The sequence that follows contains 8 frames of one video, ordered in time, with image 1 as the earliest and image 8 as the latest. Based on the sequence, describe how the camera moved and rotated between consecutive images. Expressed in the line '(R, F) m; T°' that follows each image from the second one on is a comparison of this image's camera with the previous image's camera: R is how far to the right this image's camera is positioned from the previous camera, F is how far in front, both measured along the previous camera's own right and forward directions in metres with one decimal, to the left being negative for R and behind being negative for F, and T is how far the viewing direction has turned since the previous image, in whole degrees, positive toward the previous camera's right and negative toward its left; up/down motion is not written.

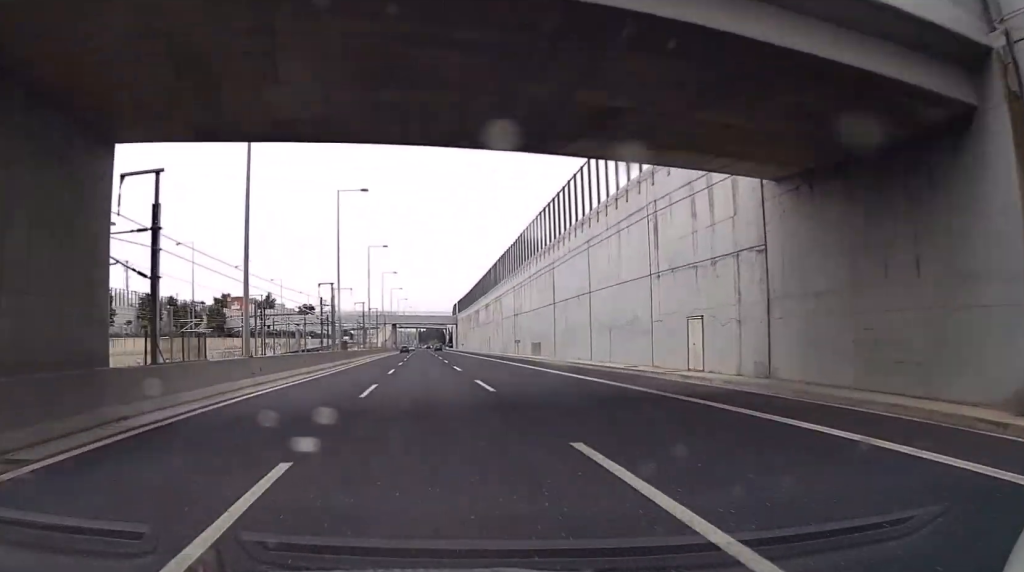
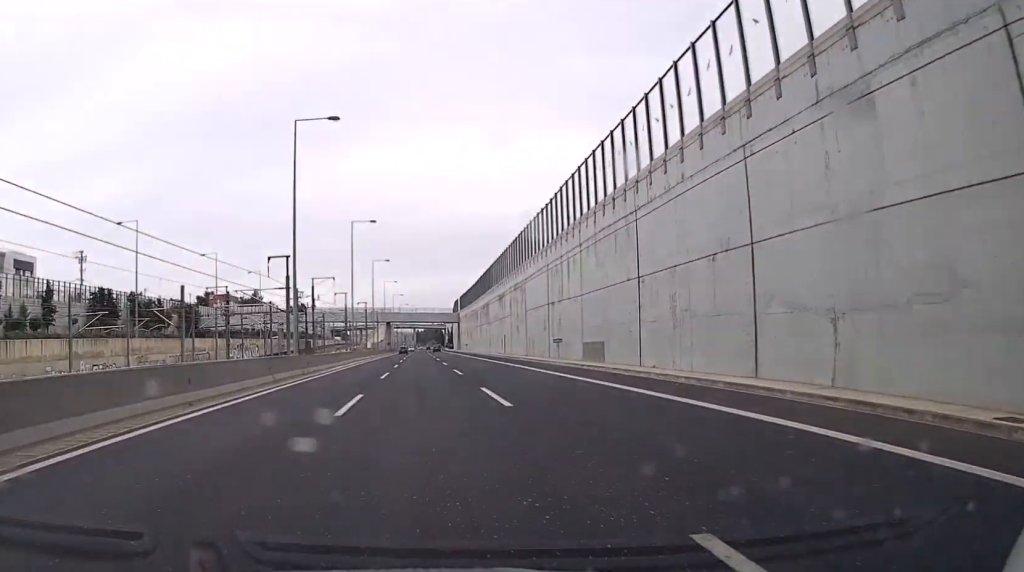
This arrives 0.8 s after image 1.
(+0.1, +22.4) m; 0°
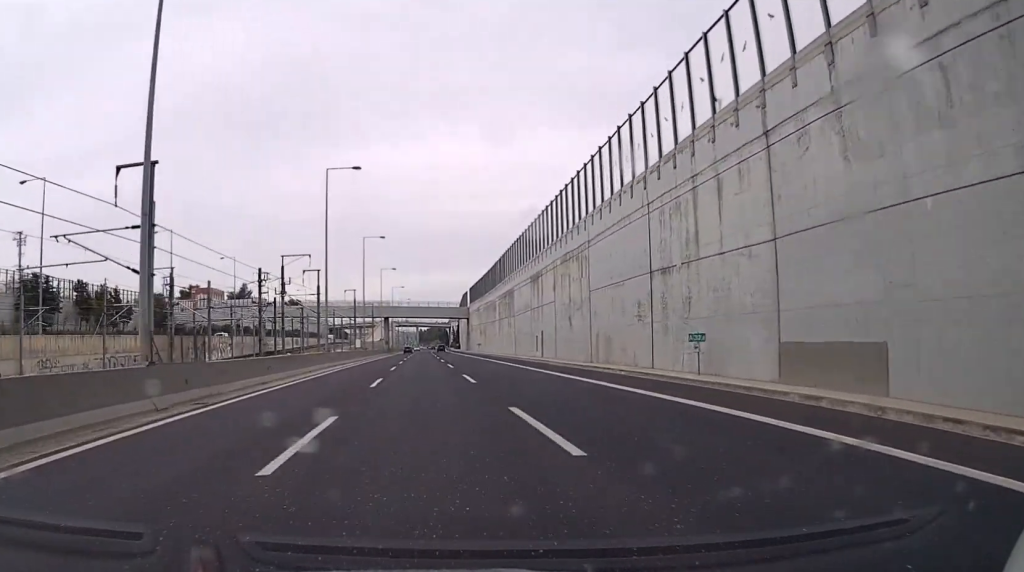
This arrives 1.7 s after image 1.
(-0.1, +25.3) m; 0°
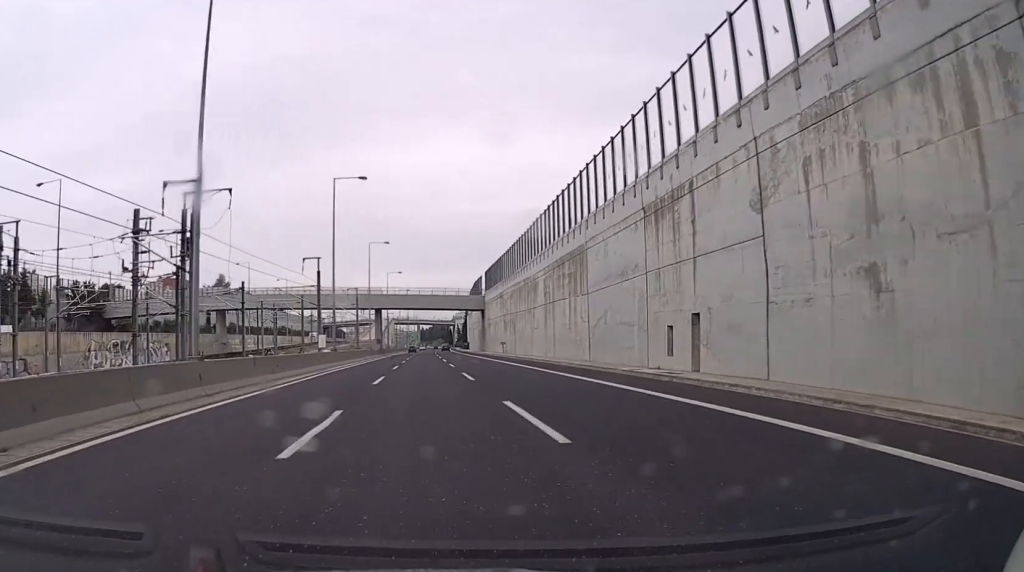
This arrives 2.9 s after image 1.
(0.0, +34.8) m; +1°
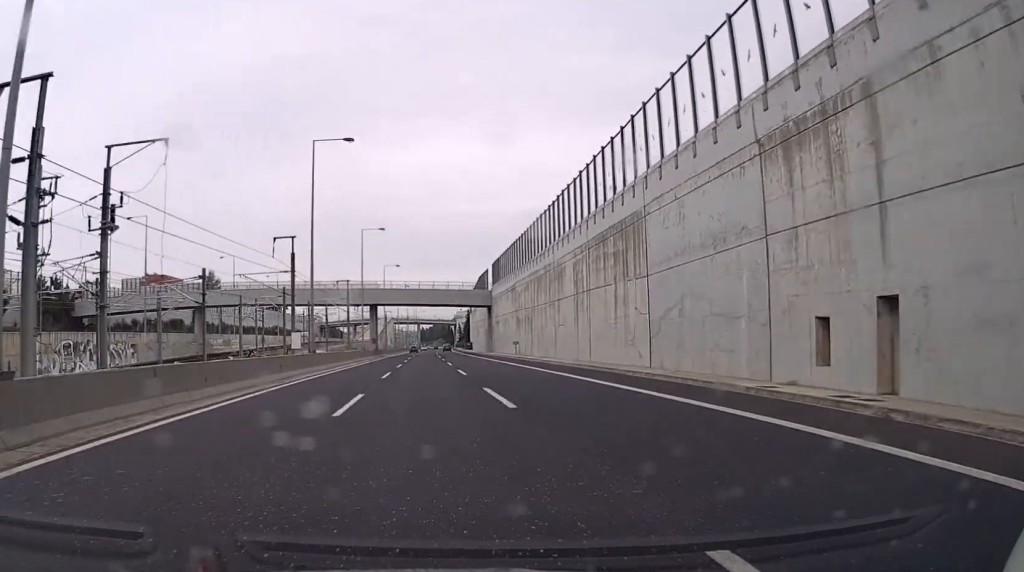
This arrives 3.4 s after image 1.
(+0.1, +12.2) m; 0°
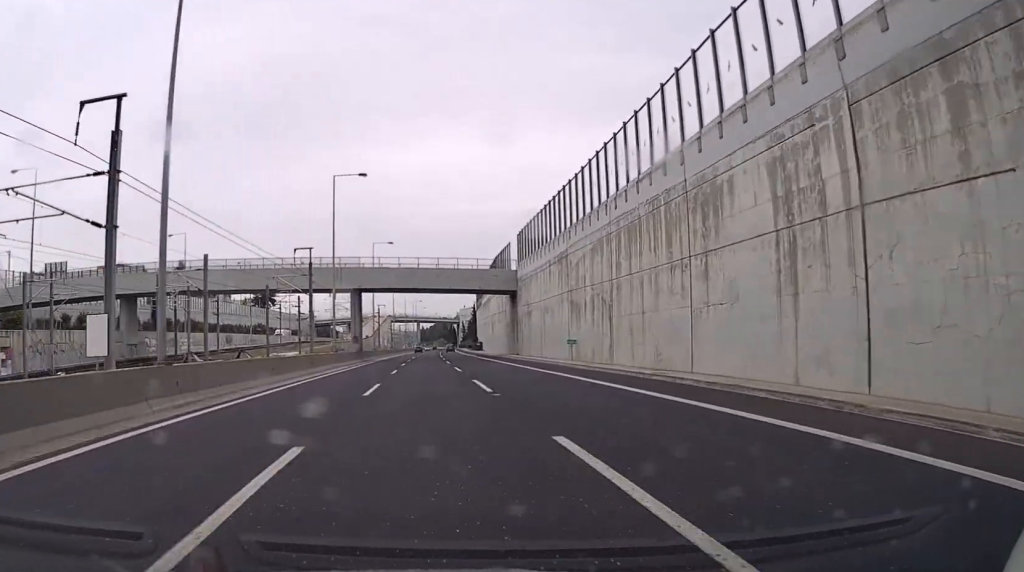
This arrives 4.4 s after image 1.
(+0.1, +29.3) m; 0°
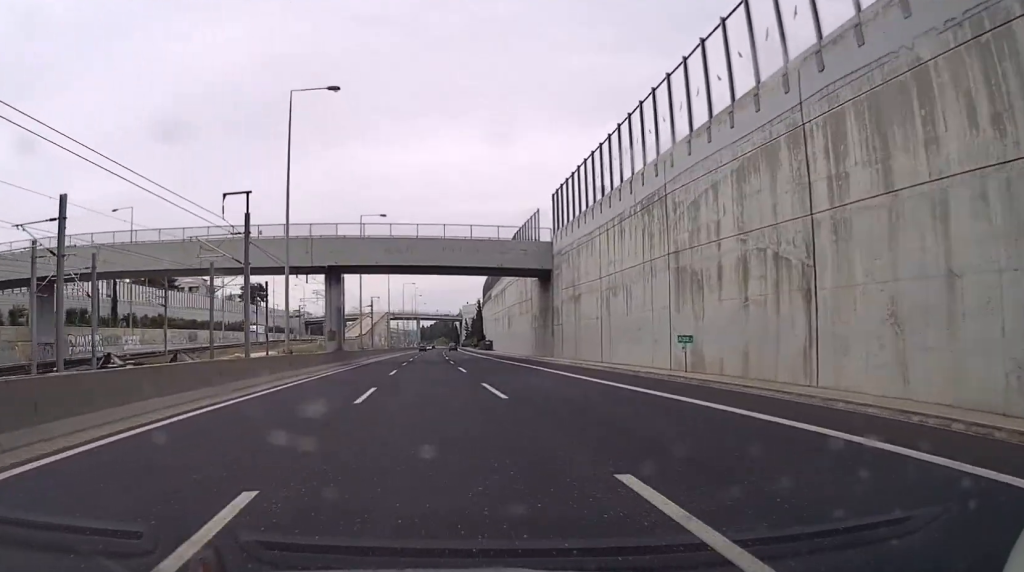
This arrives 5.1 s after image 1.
(0.0, +20.9) m; 0°
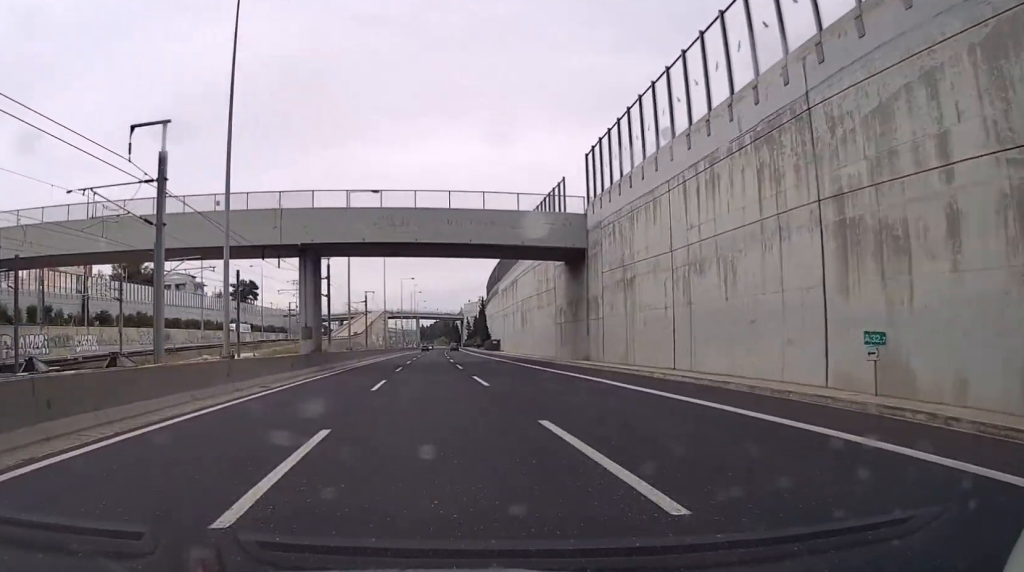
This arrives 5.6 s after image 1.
(0.0, +12.4) m; 0°
